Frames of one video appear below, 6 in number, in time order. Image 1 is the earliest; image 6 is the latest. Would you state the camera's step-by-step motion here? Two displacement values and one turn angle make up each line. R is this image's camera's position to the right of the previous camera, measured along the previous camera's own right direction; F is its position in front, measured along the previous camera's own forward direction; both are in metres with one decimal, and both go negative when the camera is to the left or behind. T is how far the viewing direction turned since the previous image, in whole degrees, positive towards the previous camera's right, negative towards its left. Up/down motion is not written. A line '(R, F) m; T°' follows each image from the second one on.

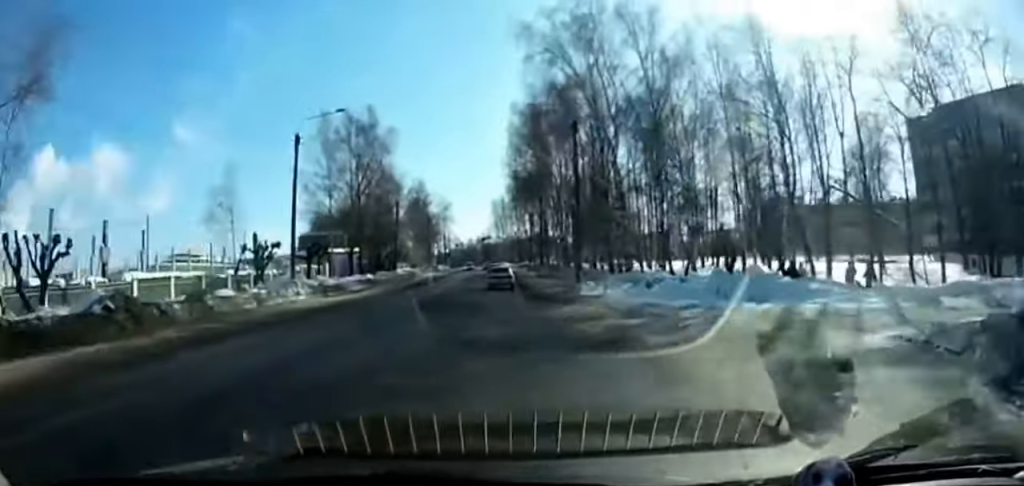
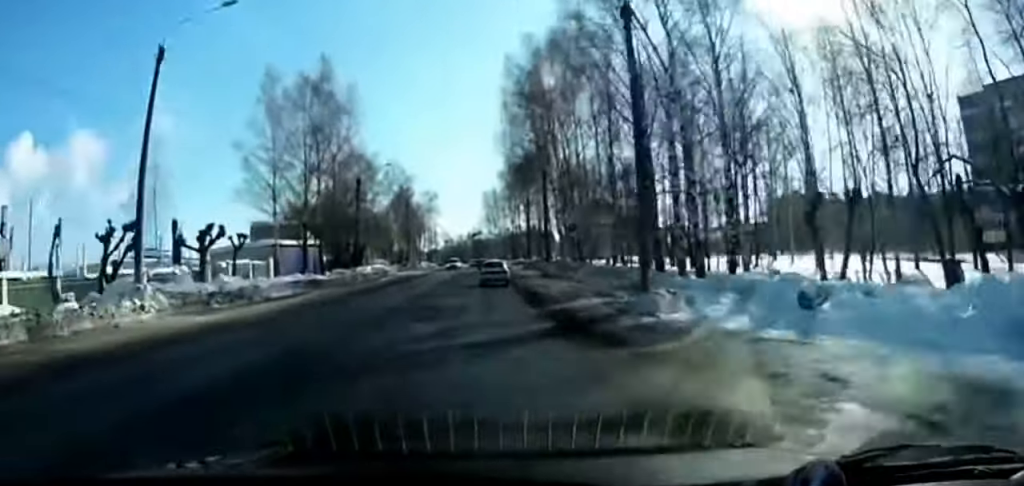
(0.0, +14.5) m; 0°
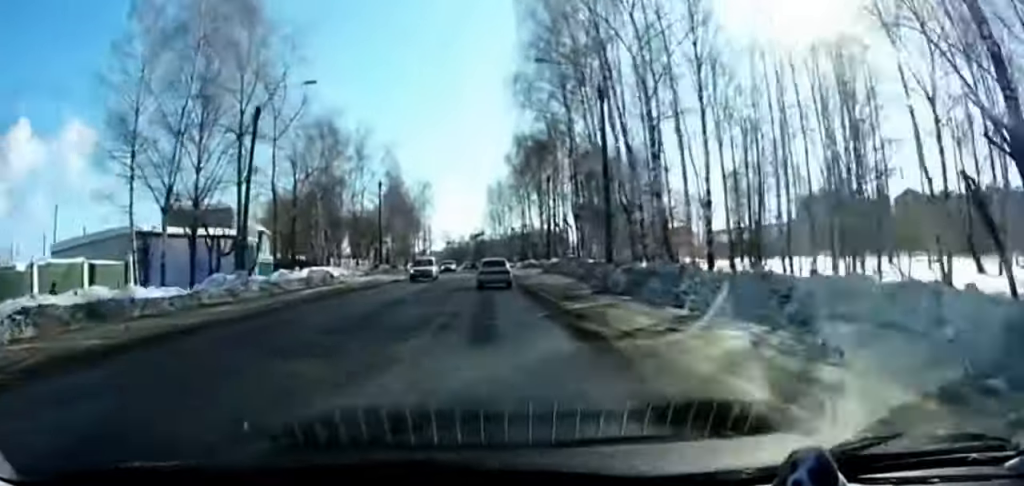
(-0.1, +23.3) m; 0°
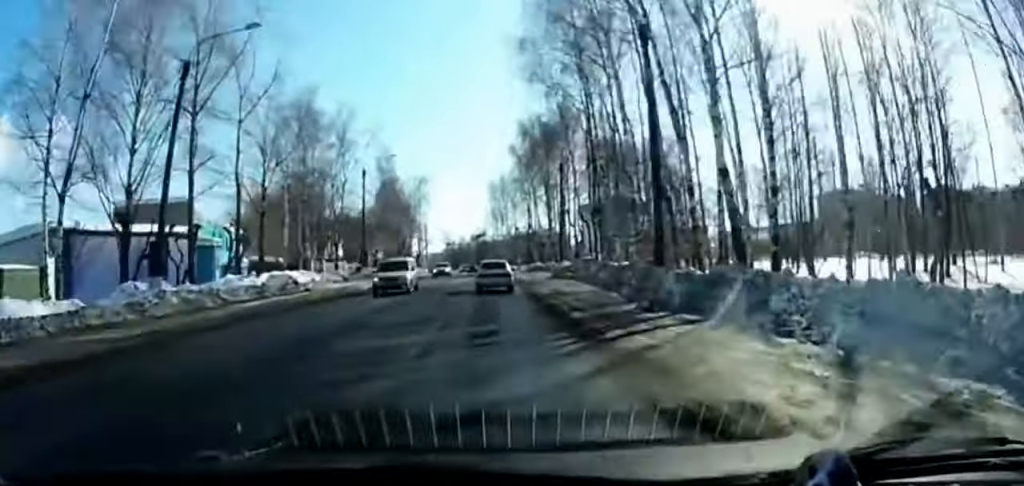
(0.0, +7.4) m; 0°
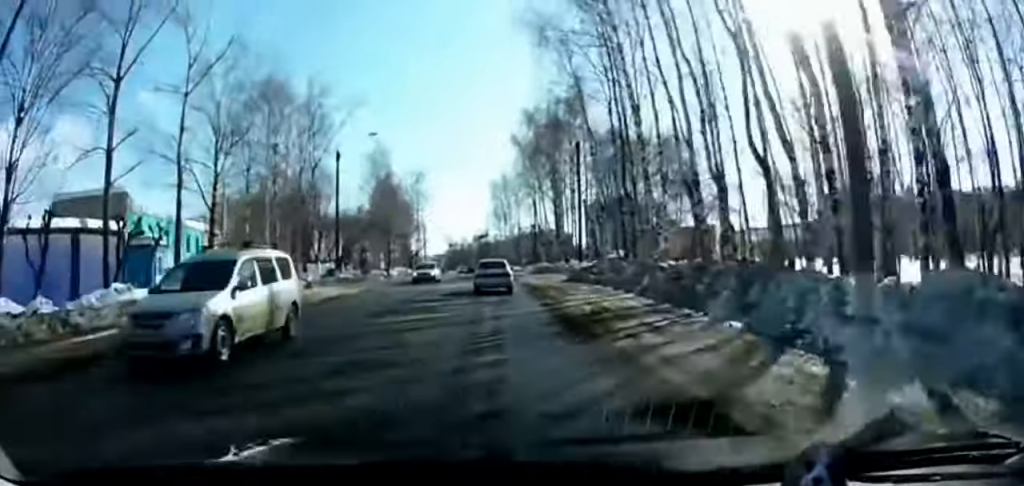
(+0.1, +8.8) m; 0°
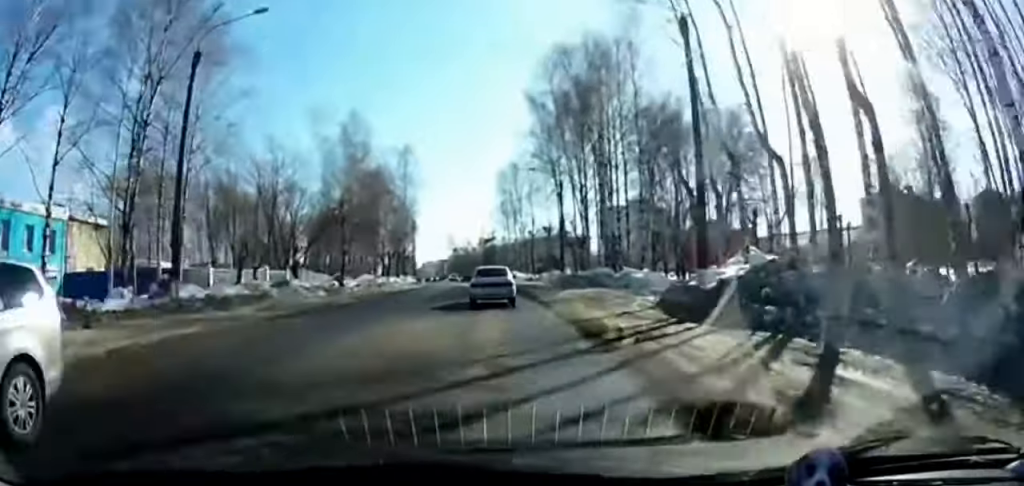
(0.0, +21.2) m; -1°
